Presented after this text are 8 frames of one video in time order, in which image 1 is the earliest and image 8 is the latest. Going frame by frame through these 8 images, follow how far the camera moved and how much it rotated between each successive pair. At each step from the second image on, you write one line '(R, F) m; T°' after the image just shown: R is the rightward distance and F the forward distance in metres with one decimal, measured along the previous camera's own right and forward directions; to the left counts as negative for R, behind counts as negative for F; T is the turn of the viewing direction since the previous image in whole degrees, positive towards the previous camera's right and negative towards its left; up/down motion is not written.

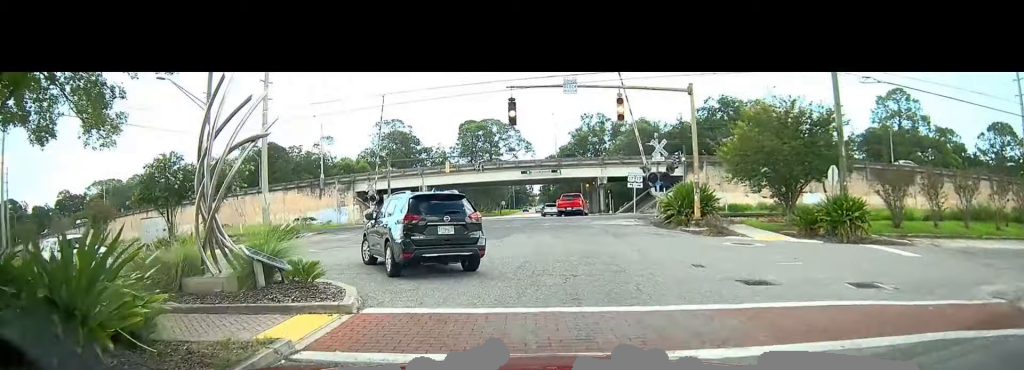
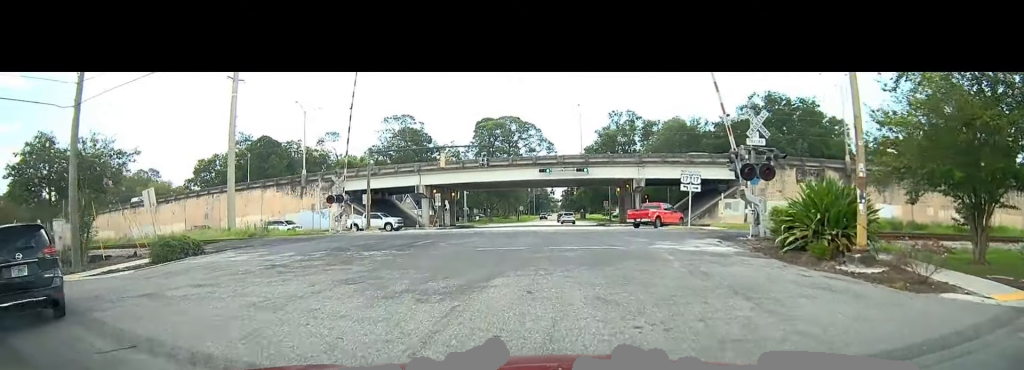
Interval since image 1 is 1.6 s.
(-0.2, +11.9) m; -1°
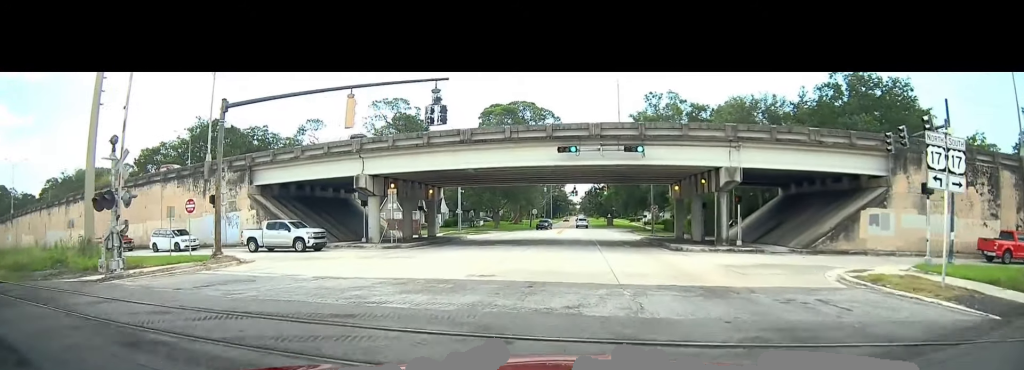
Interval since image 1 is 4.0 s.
(-0.9, +21.3) m; -3°
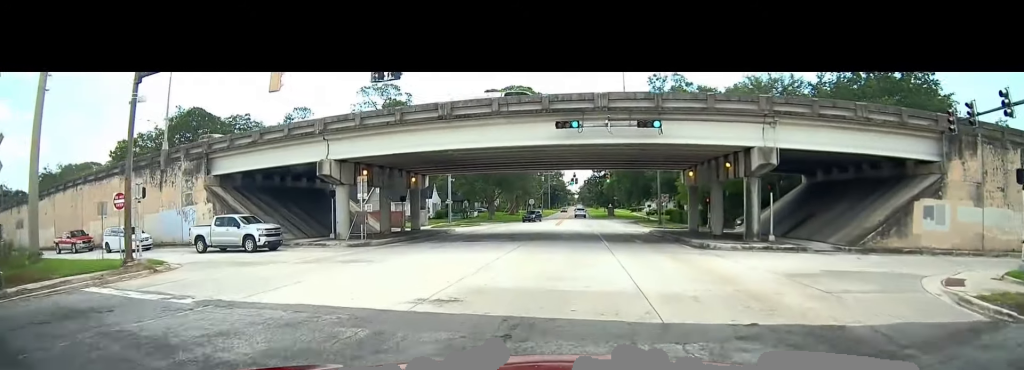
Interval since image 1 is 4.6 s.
(0.0, +5.5) m; 0°
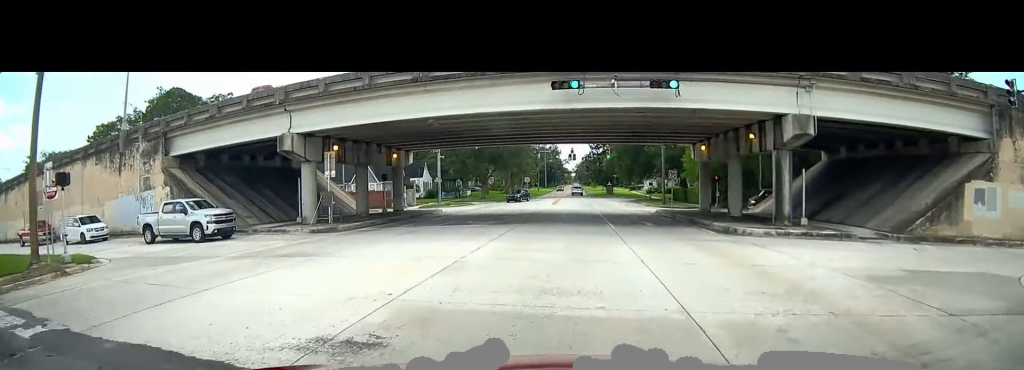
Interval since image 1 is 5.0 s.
(0.0, +4.0) m; 0°
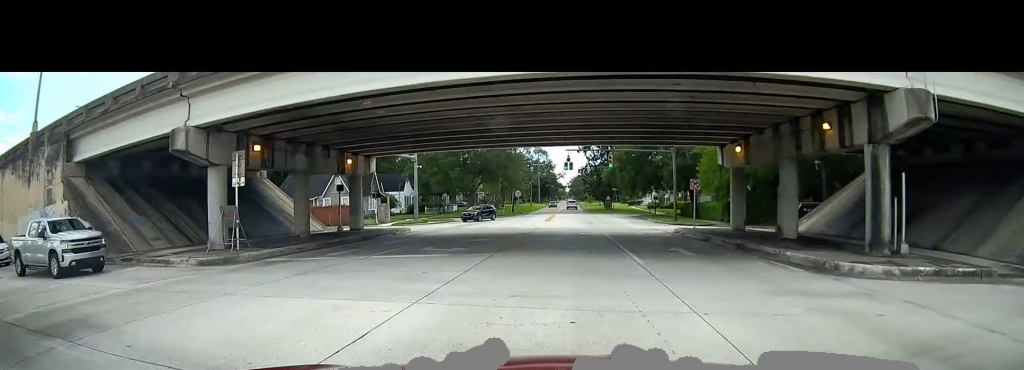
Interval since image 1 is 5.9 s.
(0.0, +8.1) m; 0°
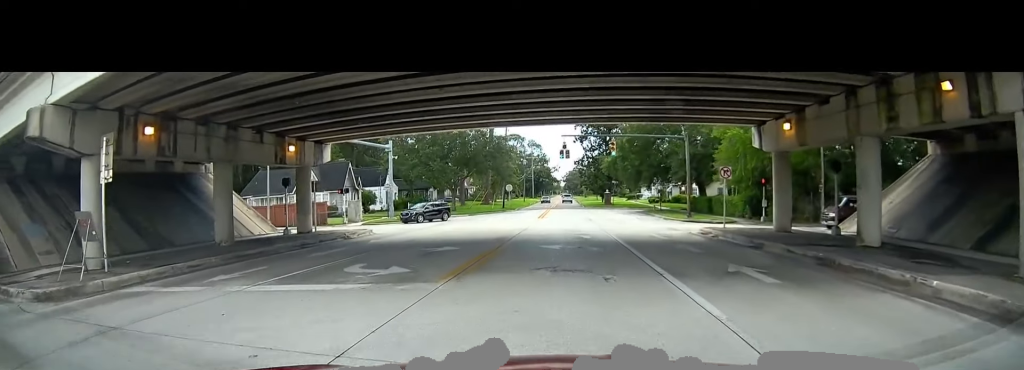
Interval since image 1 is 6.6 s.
(-0.1, +6.7) m; +1°
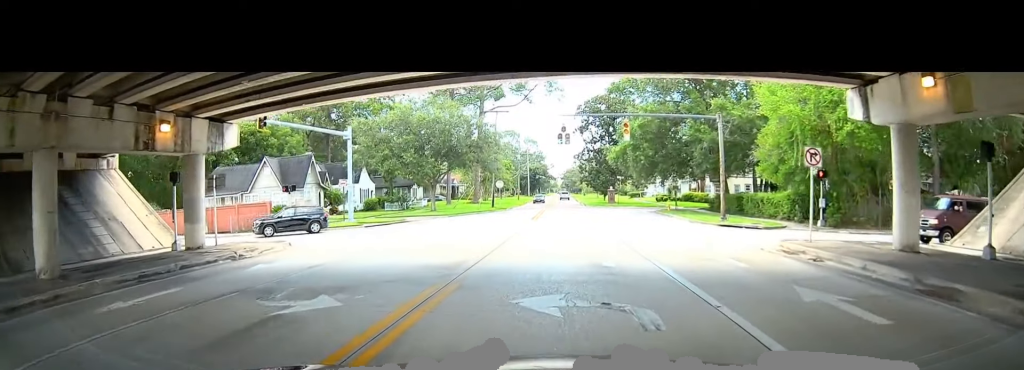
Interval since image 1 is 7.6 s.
(+0.3, +9.5) m; 0°
